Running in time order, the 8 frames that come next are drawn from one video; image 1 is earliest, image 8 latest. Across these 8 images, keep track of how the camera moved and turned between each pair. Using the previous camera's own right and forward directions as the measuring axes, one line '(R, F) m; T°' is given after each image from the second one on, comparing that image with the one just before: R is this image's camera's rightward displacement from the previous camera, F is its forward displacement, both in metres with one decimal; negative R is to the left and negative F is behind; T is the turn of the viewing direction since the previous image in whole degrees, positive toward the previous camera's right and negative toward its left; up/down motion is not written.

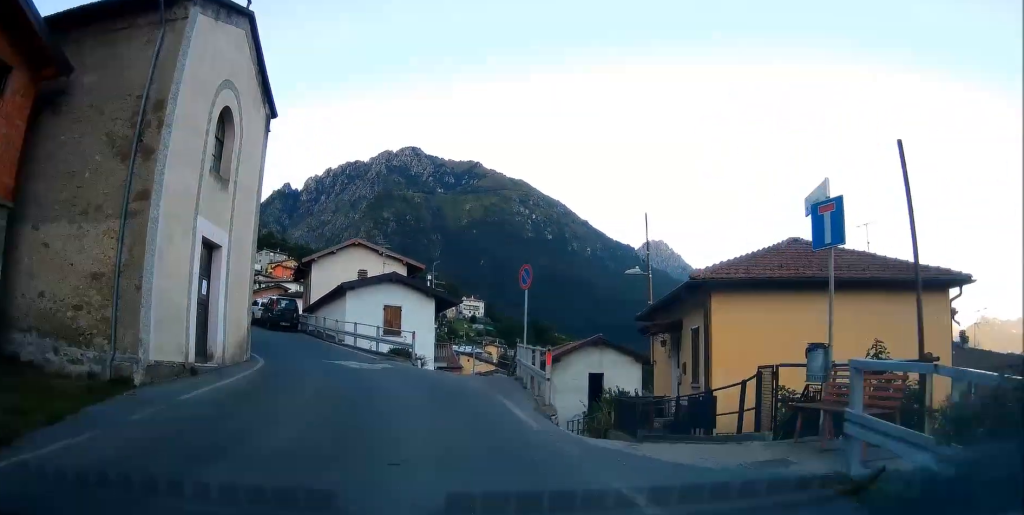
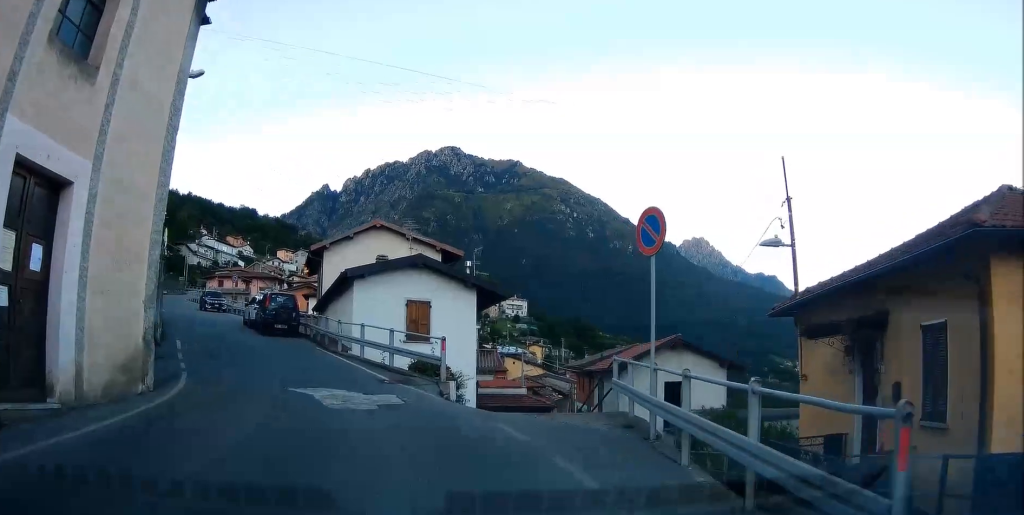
(-0.3, +8.0) m; -5°
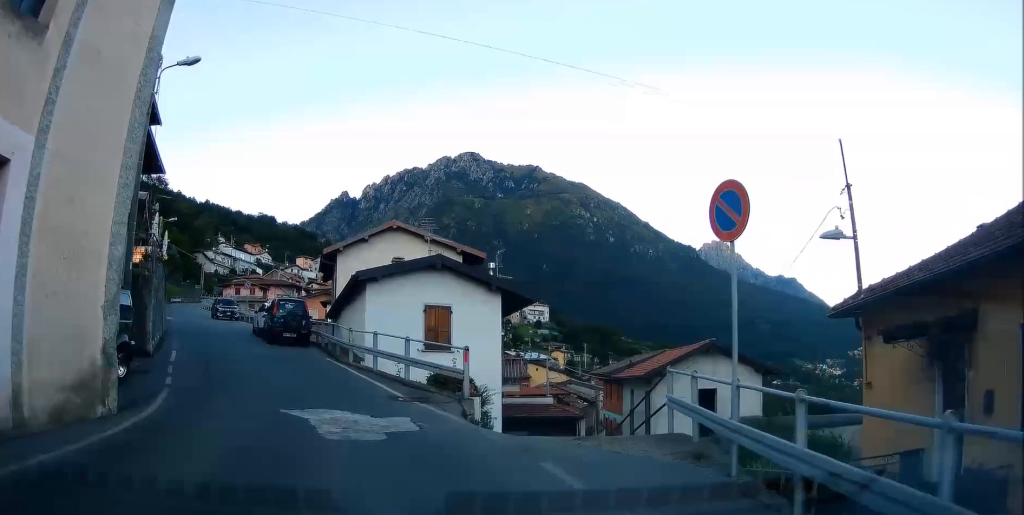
(0.0, +1.8) m; -1°
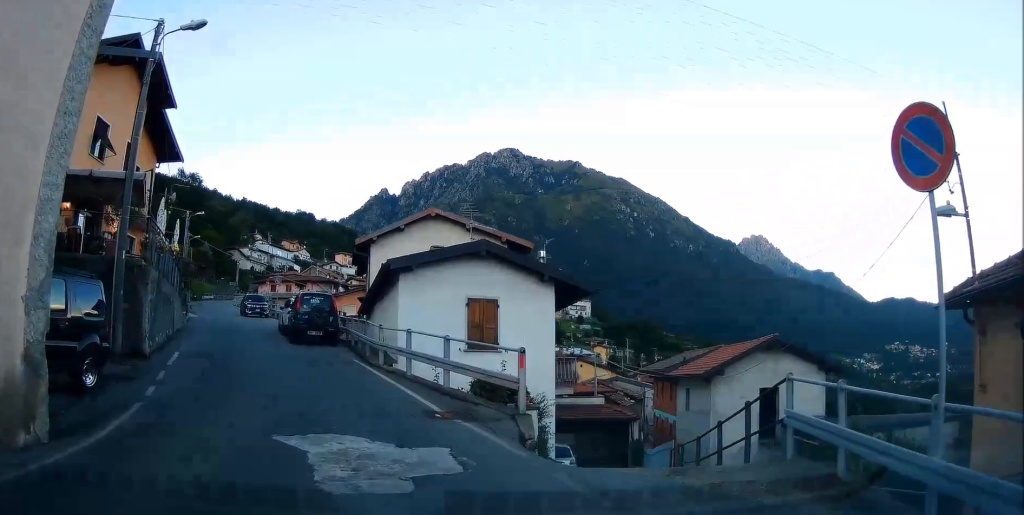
(0.0, +2.6) m; -1°
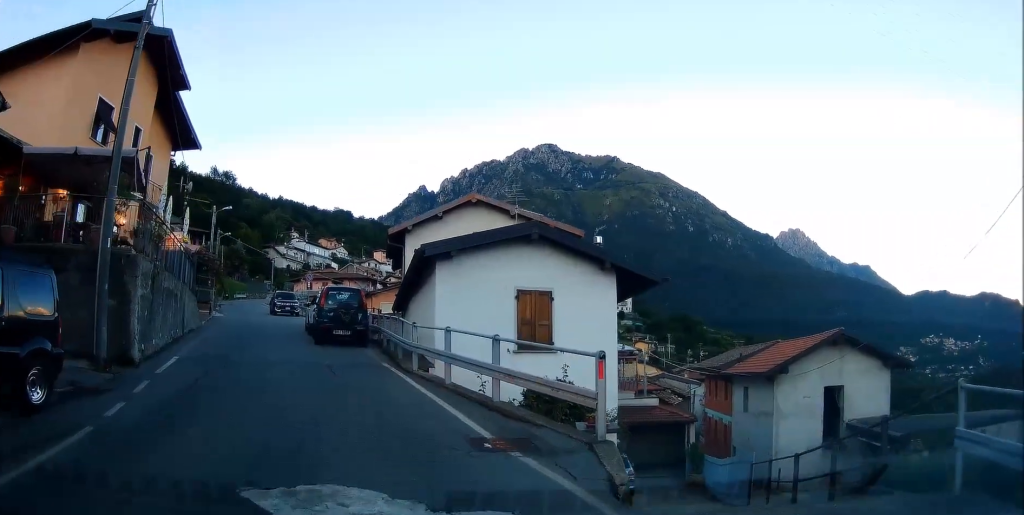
(0.0, +2.6) m; -4°
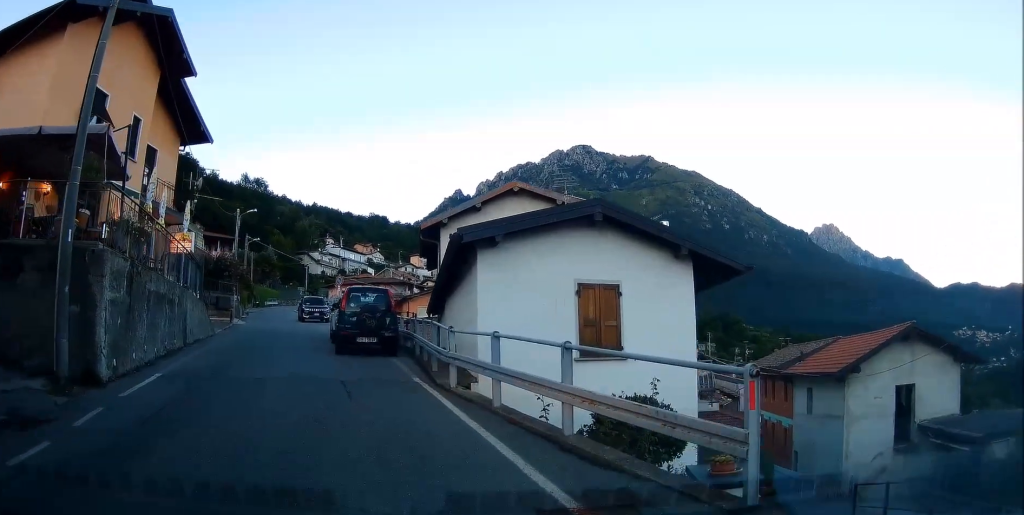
(-0.2, +2.8) m; -8°
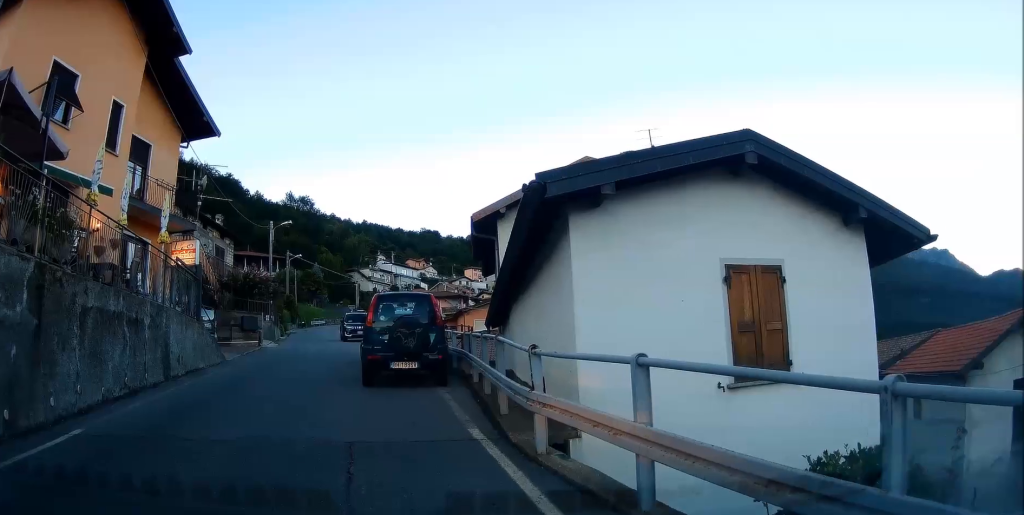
(-0.9, +4.4) m; -22°
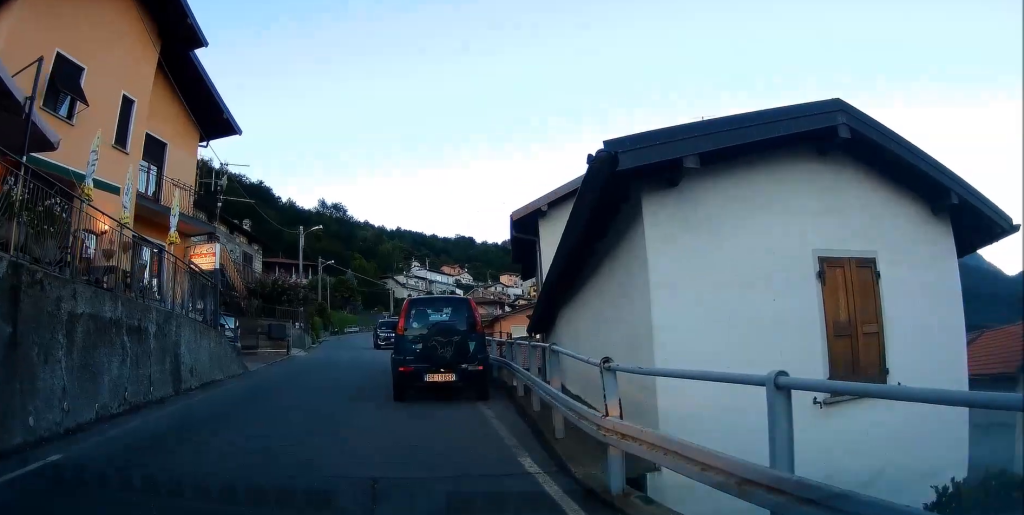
(-0.3, +1.6) m; -2°
